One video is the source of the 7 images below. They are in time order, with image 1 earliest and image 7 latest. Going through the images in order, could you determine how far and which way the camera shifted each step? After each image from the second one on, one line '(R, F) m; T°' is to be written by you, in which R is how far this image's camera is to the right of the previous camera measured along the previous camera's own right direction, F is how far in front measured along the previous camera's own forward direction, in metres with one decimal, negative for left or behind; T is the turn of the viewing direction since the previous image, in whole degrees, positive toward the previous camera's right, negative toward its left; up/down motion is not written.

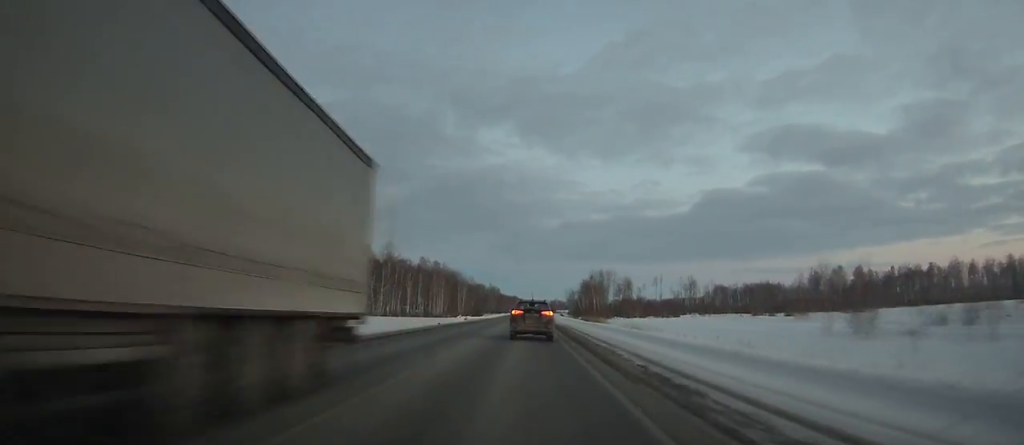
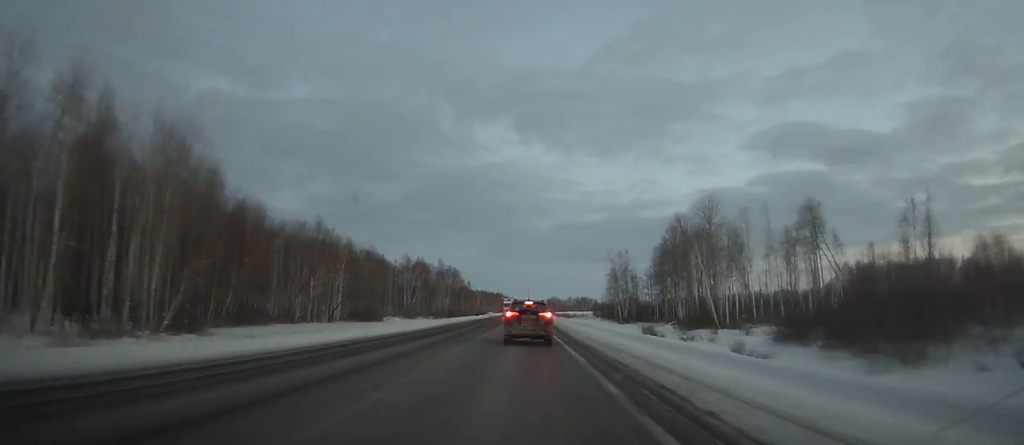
(+1.6, +202.3) m; +1°
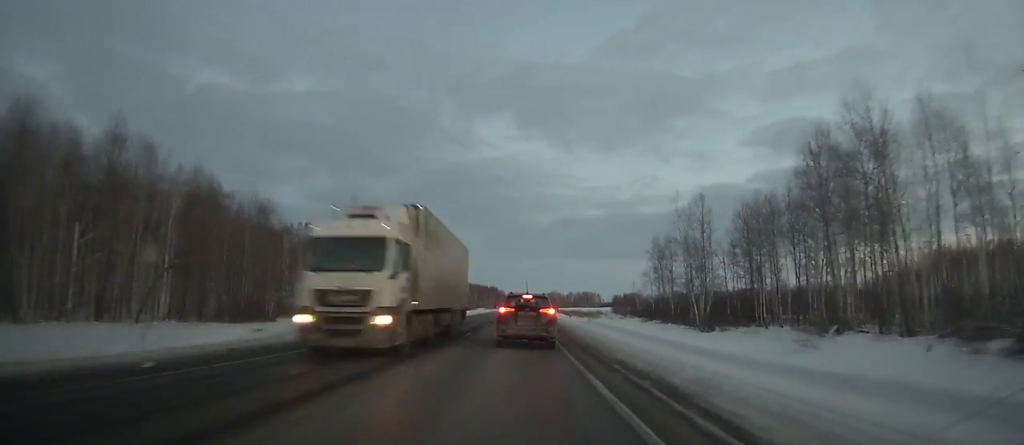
(+0.3, +50.1) m; 0°
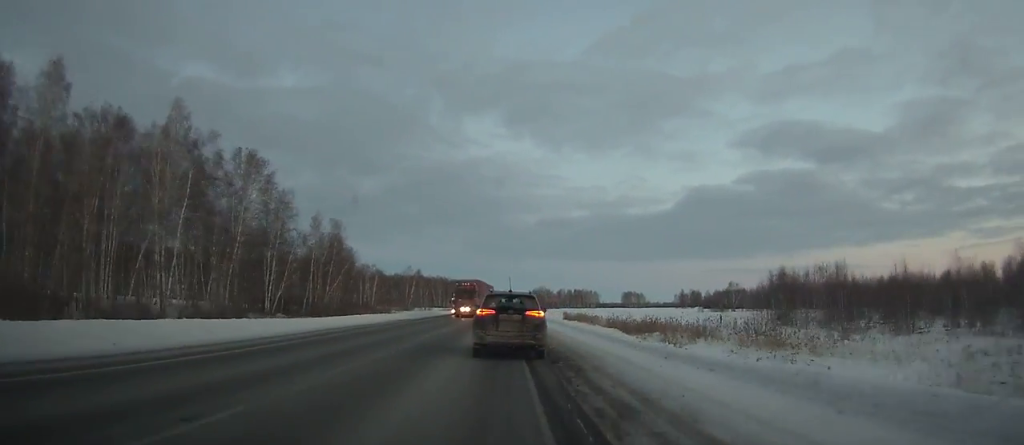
(-0.5, +118.5) m; -1°
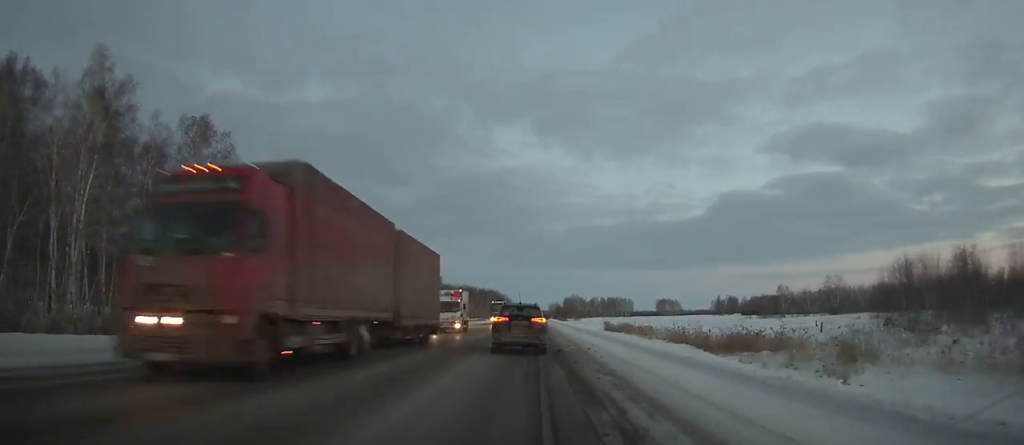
(-0.1, +23.5) m; -1°
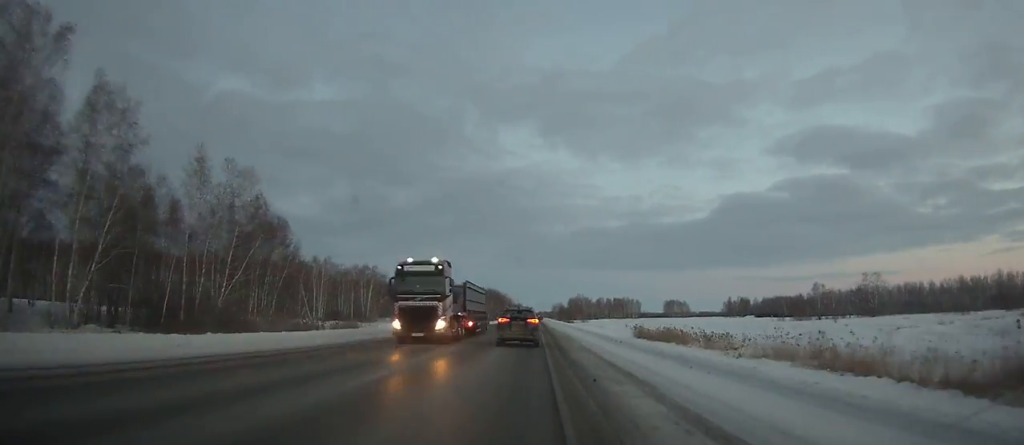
(-0.2, +29.0) m; 0°
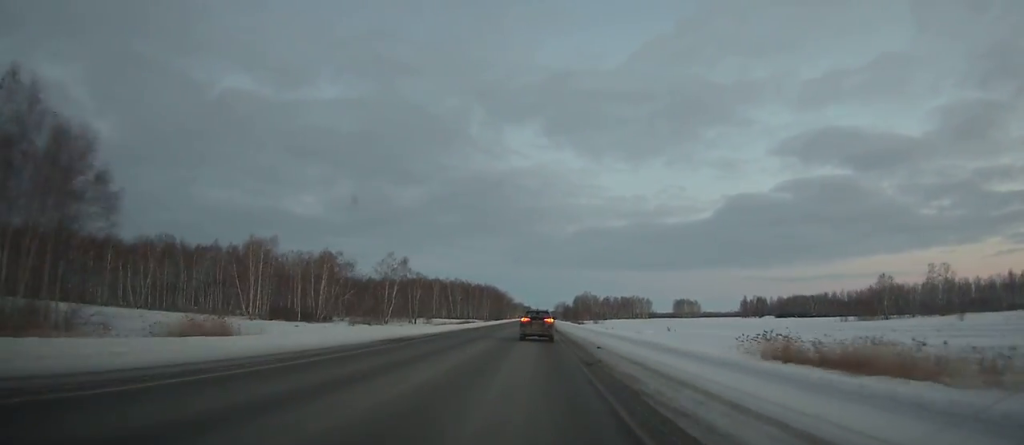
(-0.3, +34.8) m; 0°
